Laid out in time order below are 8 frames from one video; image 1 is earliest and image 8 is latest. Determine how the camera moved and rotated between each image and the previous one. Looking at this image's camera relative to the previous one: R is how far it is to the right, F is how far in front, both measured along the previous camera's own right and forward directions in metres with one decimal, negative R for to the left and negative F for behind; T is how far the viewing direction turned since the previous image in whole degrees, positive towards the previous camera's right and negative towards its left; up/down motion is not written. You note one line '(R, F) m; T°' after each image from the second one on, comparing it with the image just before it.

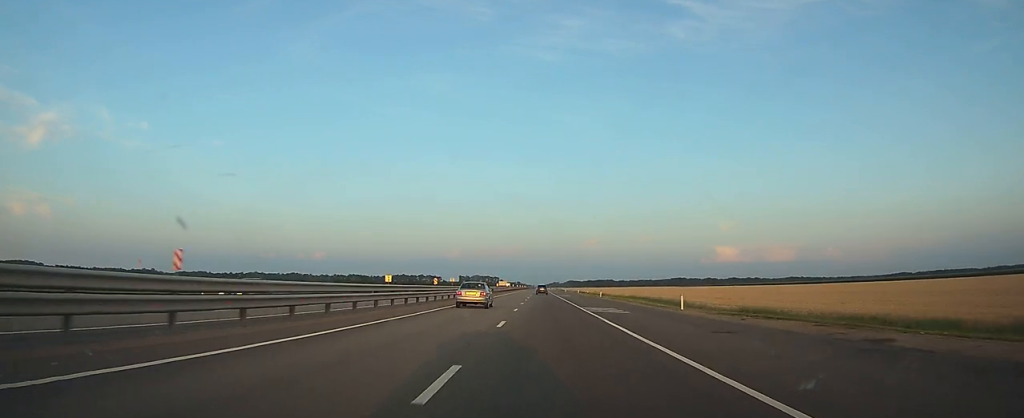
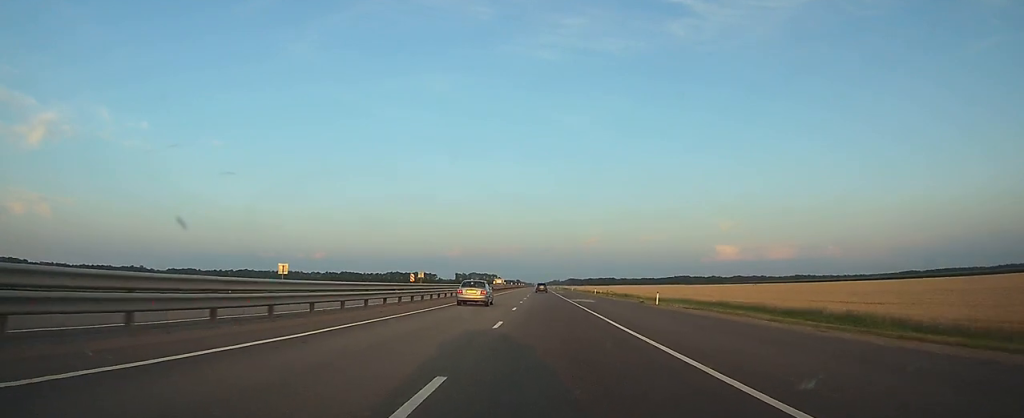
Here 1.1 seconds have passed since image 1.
(+0.2, +37.3) m; 0°
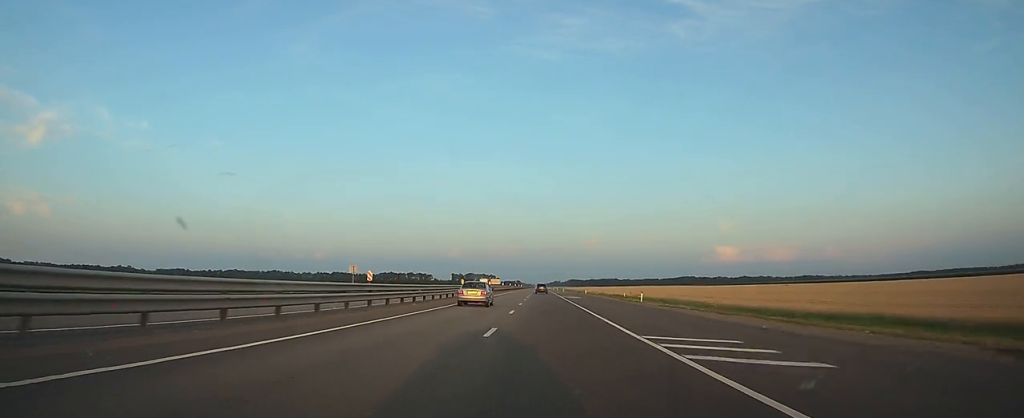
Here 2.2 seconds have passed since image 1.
(0.0, +38.4) m; 0°
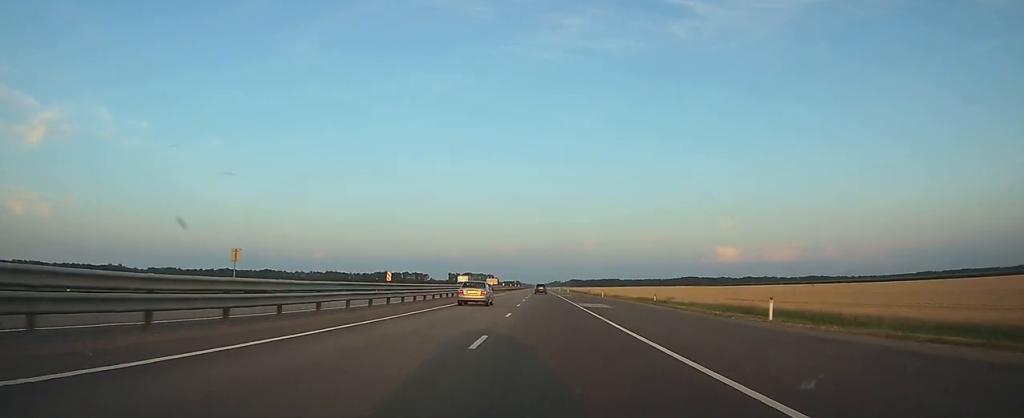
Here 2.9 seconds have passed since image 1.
(-0.1, +26.7) m; 0°
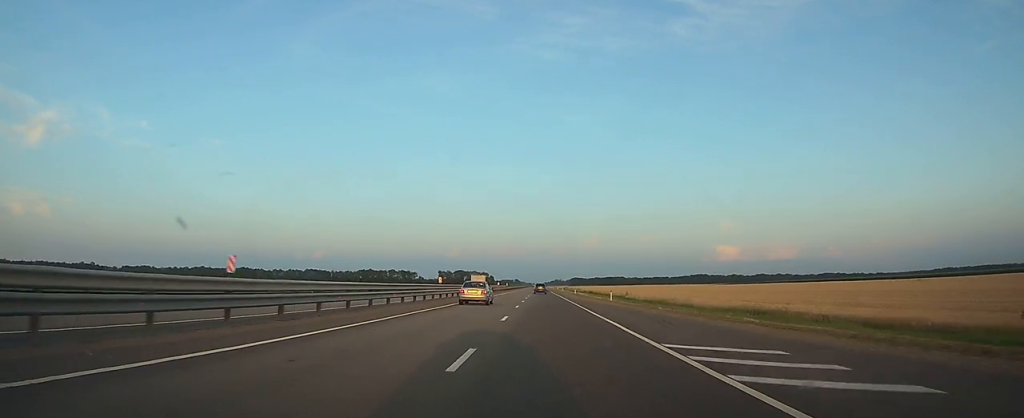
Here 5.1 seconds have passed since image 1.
(0.0, +74.3) m; 0°
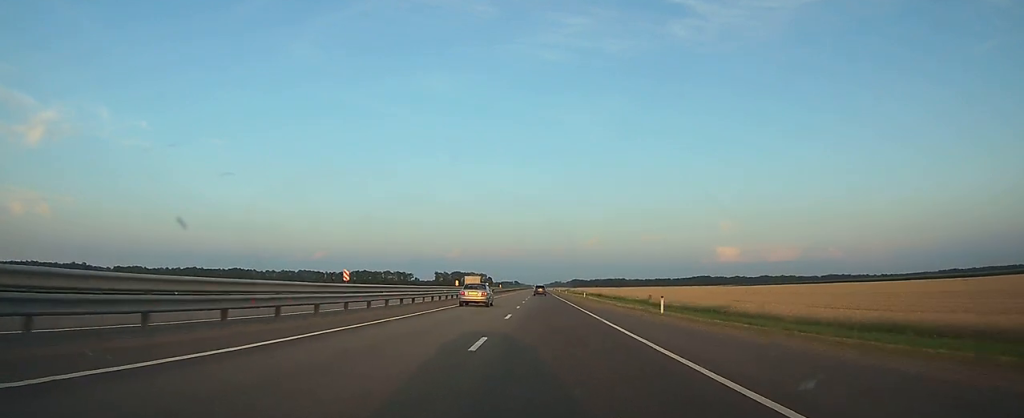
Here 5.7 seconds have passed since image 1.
(0.0, +20.9) m; 0°
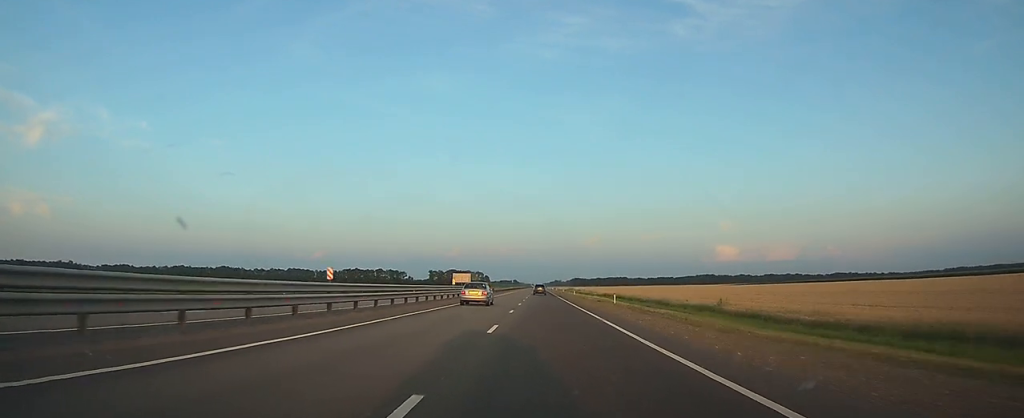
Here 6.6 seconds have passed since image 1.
(+0.1, +31.4) m; 0°
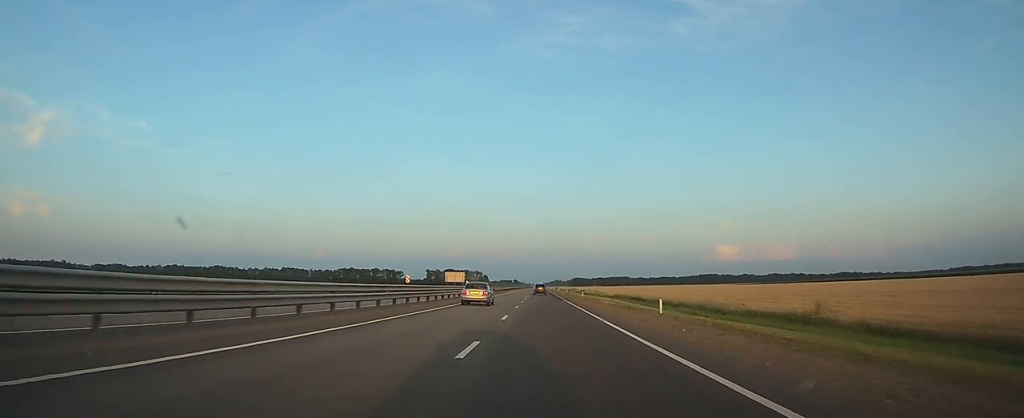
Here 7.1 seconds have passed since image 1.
(0.0, +17.5) m; 0°
